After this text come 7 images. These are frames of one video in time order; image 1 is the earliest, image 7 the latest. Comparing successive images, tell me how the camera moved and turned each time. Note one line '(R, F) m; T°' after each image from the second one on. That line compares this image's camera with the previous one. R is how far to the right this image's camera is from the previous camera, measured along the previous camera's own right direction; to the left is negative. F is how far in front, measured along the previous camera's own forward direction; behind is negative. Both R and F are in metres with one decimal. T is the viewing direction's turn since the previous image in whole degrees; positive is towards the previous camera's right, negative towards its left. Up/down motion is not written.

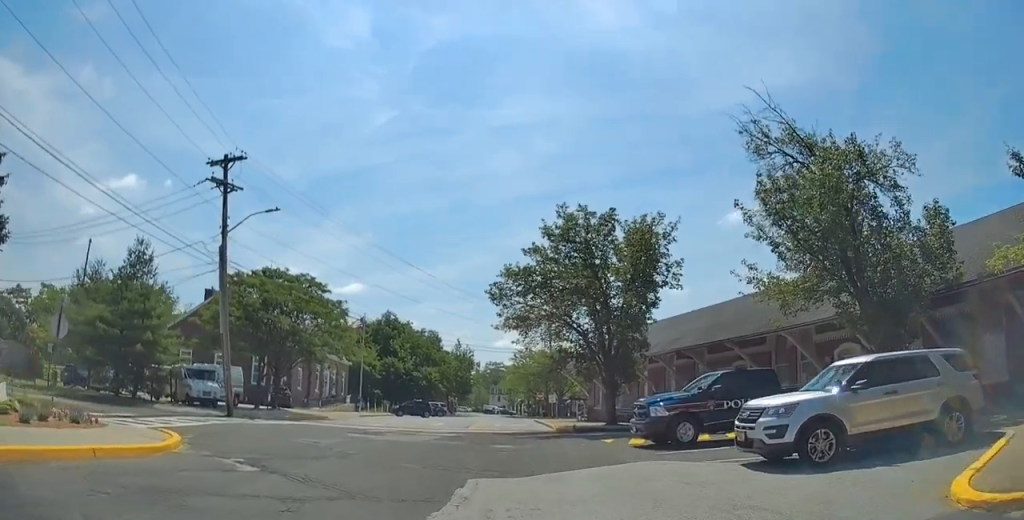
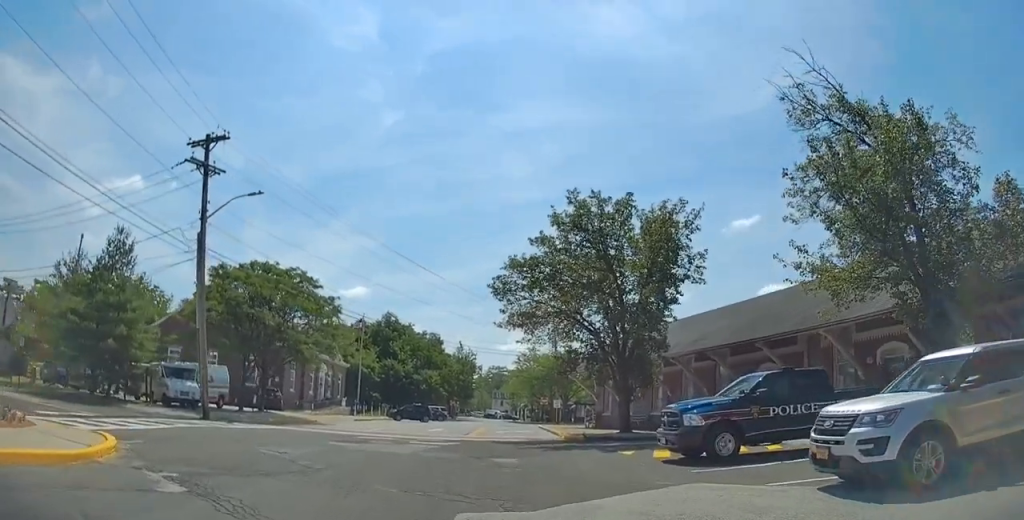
(+0.5, +2.7) m; +3°
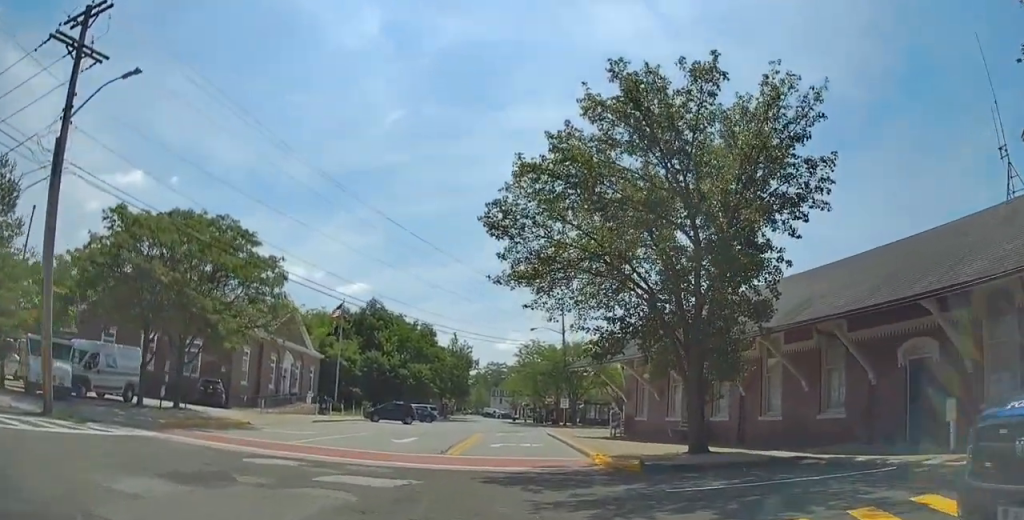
(+0.4, +10.8) m; 0°
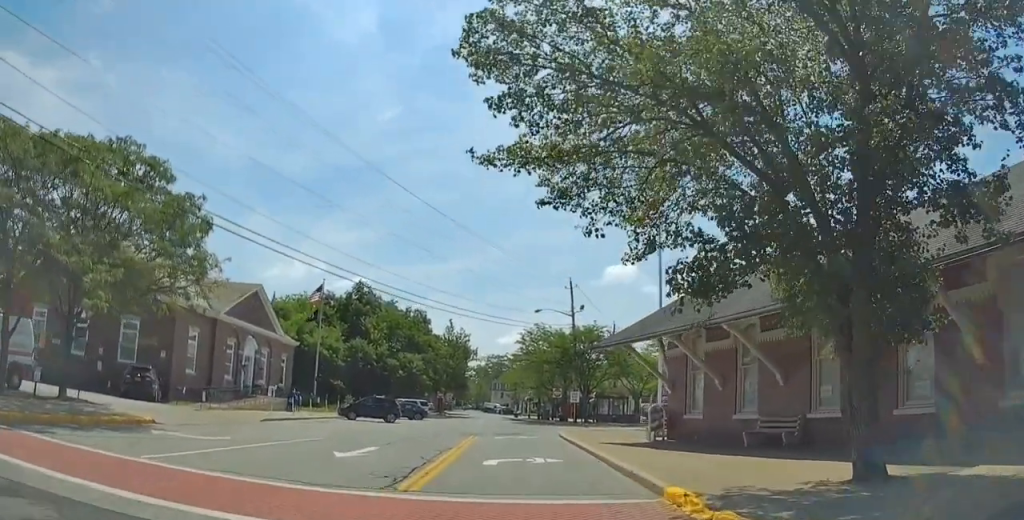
(-0.1, +8.5) m; 0°
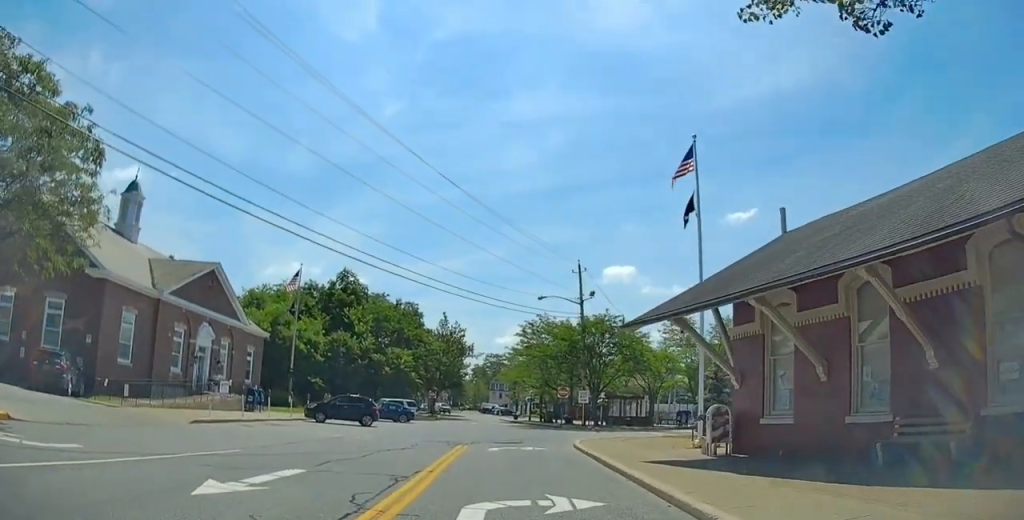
(-0.2, +7.1) m; -4°
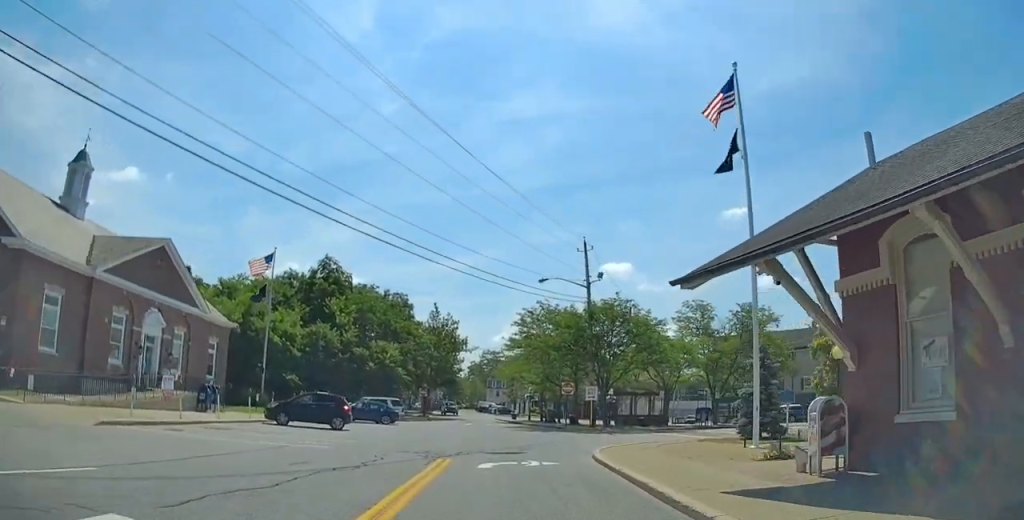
(0.0, +6.0) m; +4°
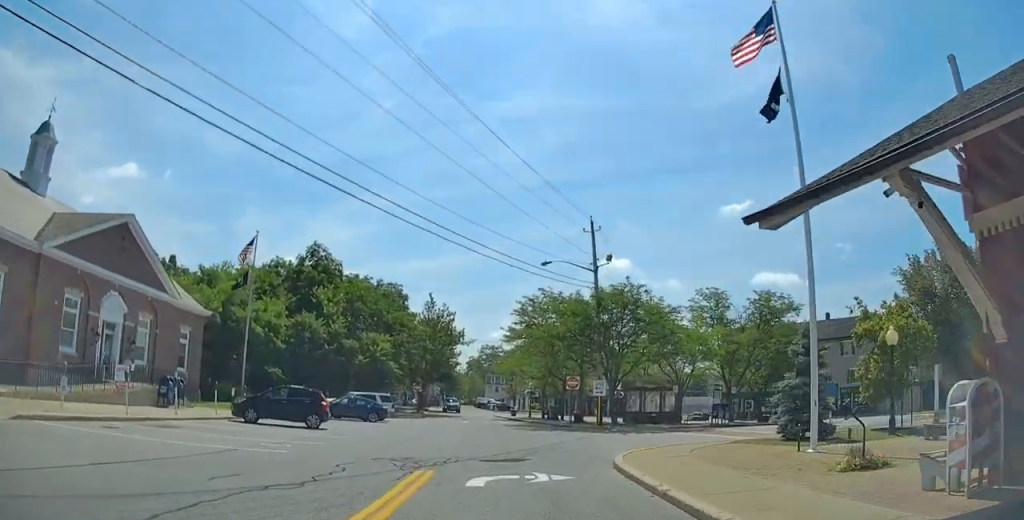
(+0.2, +3.7) m; +3°
